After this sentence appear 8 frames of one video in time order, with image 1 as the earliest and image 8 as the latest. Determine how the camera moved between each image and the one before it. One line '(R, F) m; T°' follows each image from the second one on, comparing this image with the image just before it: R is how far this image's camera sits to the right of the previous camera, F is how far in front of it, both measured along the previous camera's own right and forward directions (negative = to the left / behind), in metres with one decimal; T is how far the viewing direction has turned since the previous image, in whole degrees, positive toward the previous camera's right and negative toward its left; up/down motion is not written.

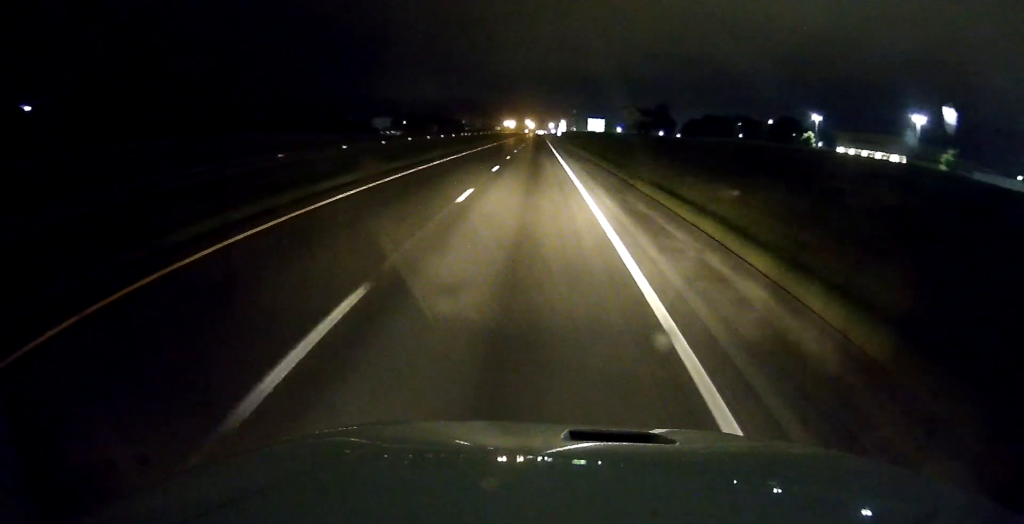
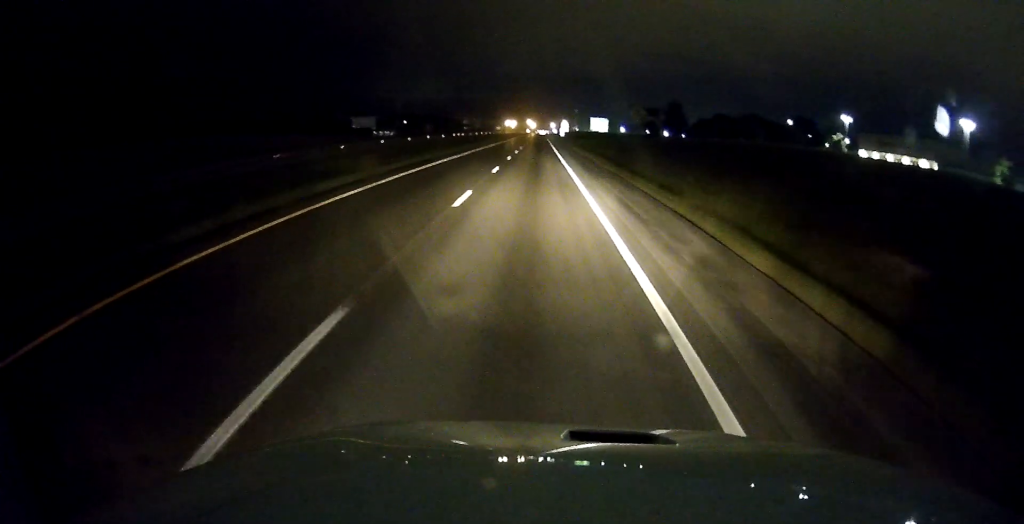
(0.0, +13.1) m; 0°
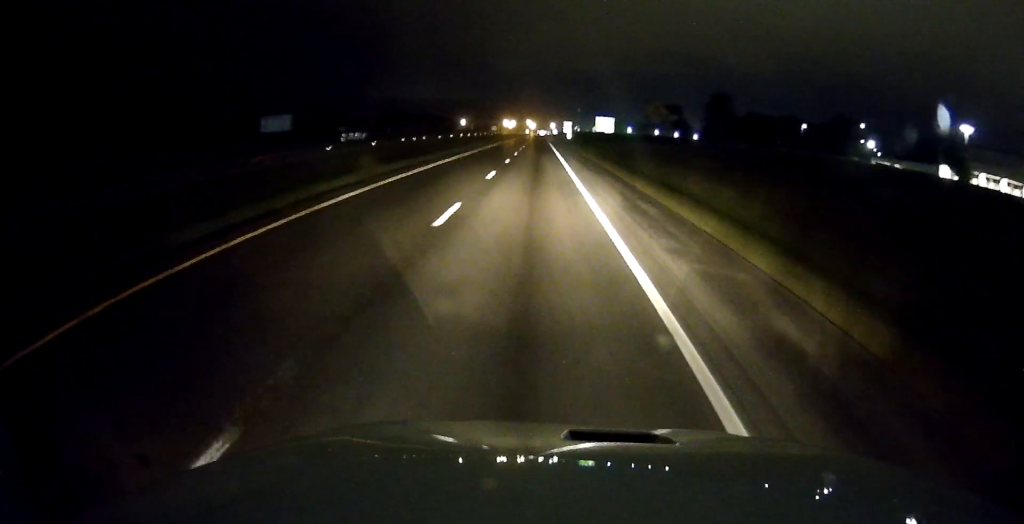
(0.0, +39.3) m; 0°
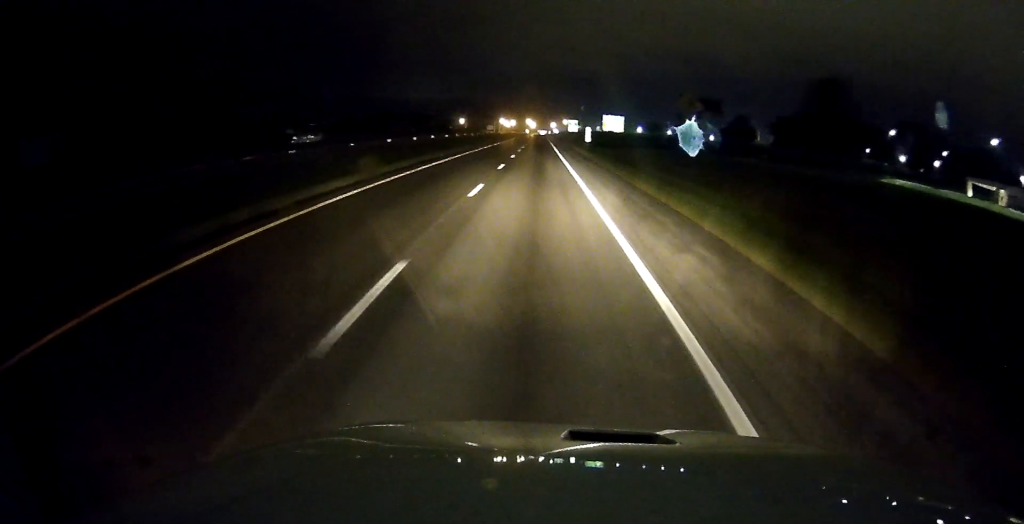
(0.0, +43.4) m; 0°
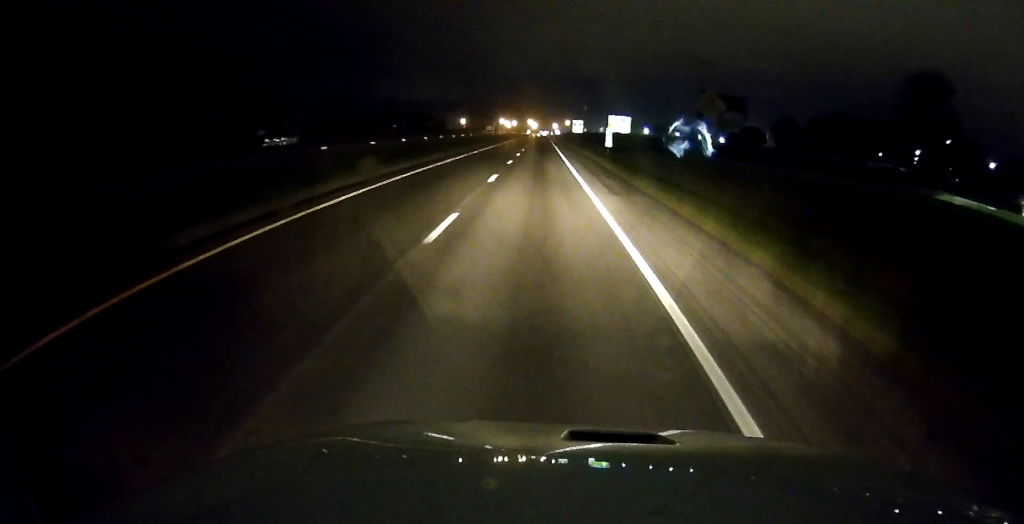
(-0.1, +19.2) m; 0°
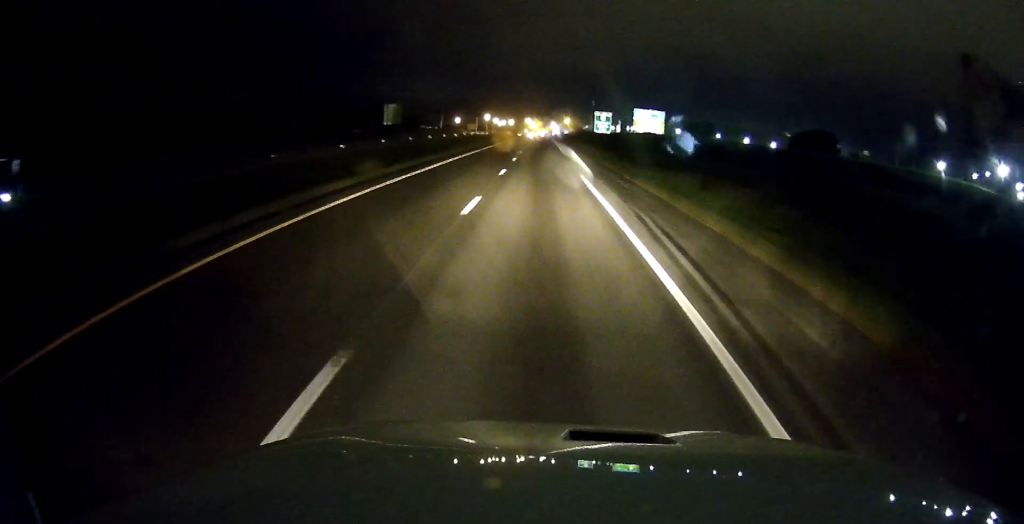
(+0.5, +93.8) m; +1°
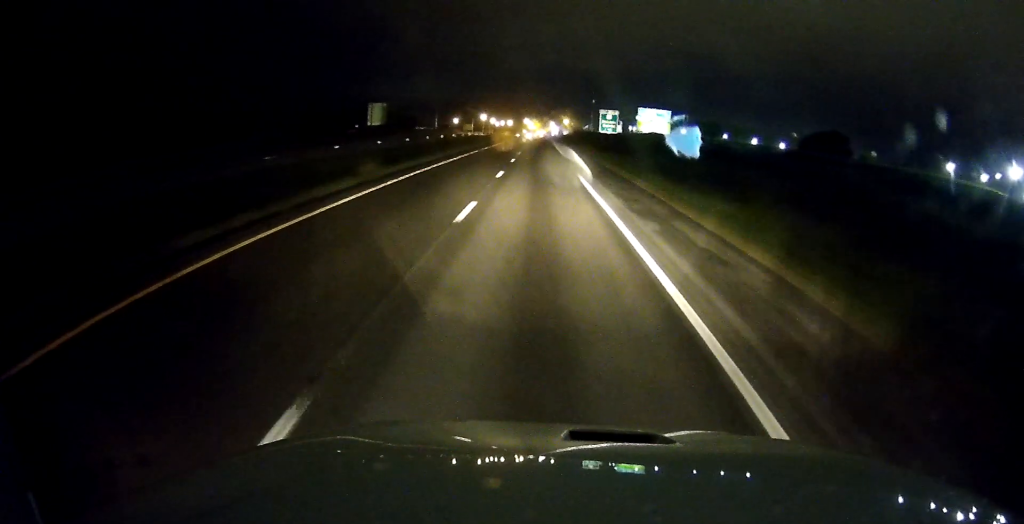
(0.0, +13.1) m; 0°
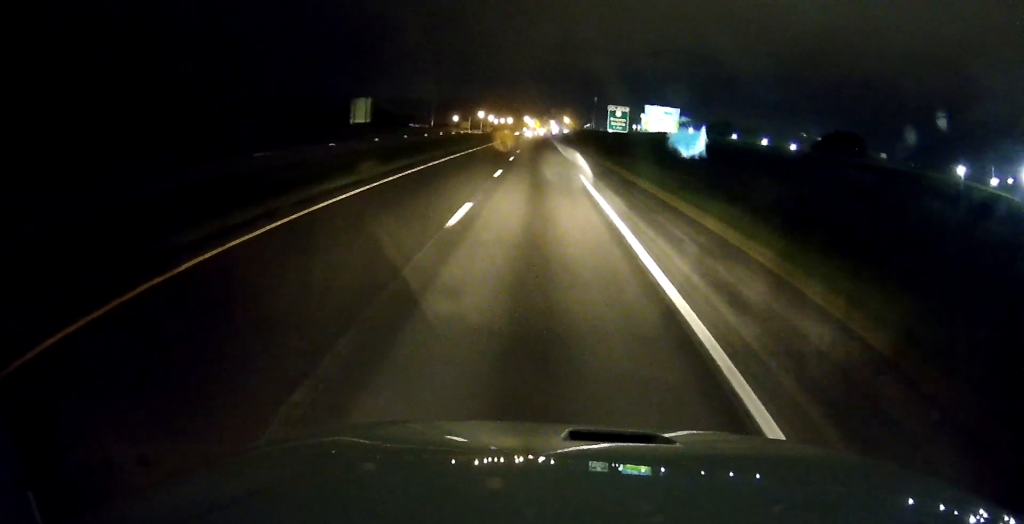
(+0.1, +13.1) m; 0°
